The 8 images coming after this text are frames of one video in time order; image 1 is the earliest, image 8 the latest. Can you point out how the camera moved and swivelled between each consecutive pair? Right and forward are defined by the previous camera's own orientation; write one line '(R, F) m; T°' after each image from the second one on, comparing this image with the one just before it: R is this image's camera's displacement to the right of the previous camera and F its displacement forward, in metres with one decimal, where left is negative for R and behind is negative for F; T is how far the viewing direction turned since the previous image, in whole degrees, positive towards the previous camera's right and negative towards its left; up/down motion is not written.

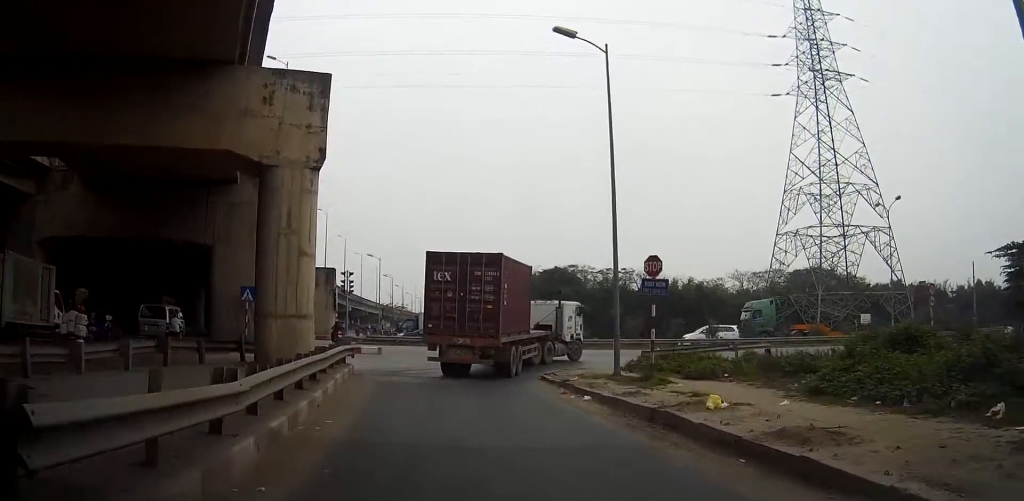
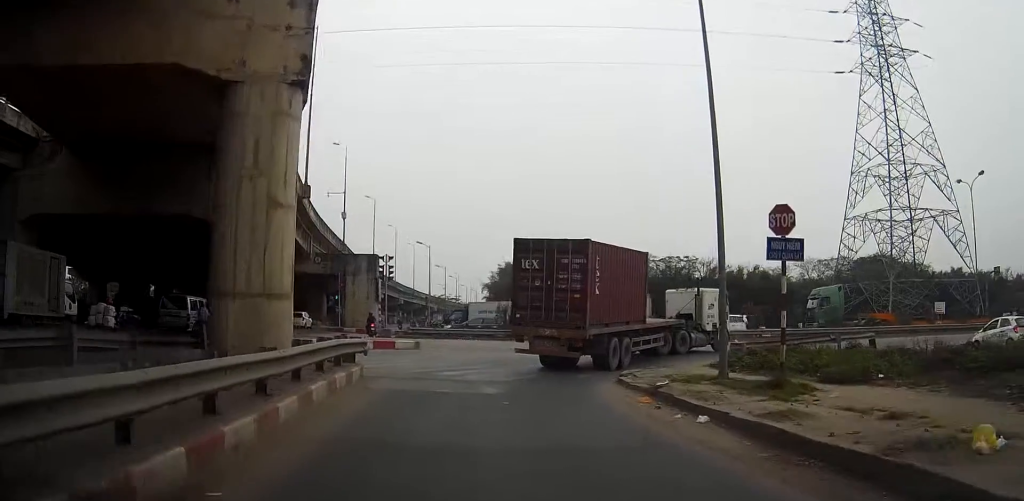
(-0.1, +5.6) m; -2°
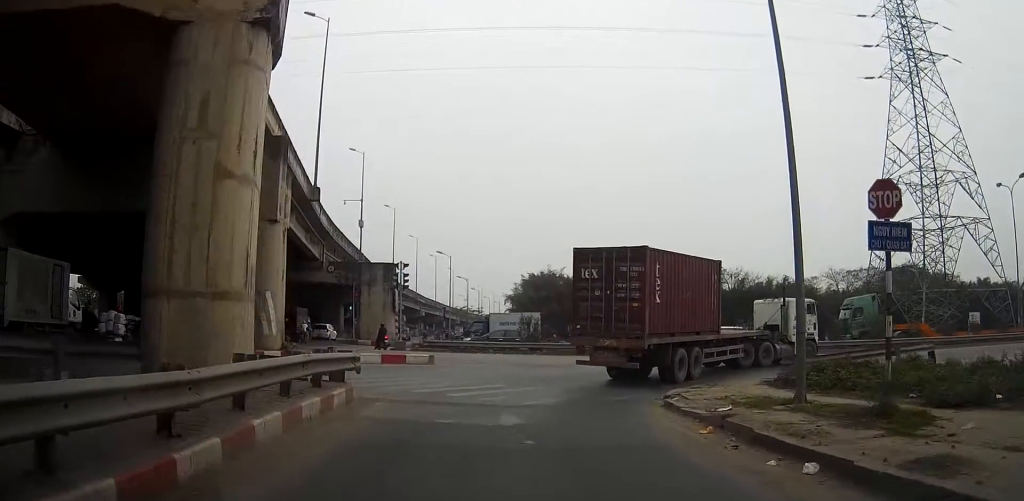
(0.0, +3.2) m; -1°
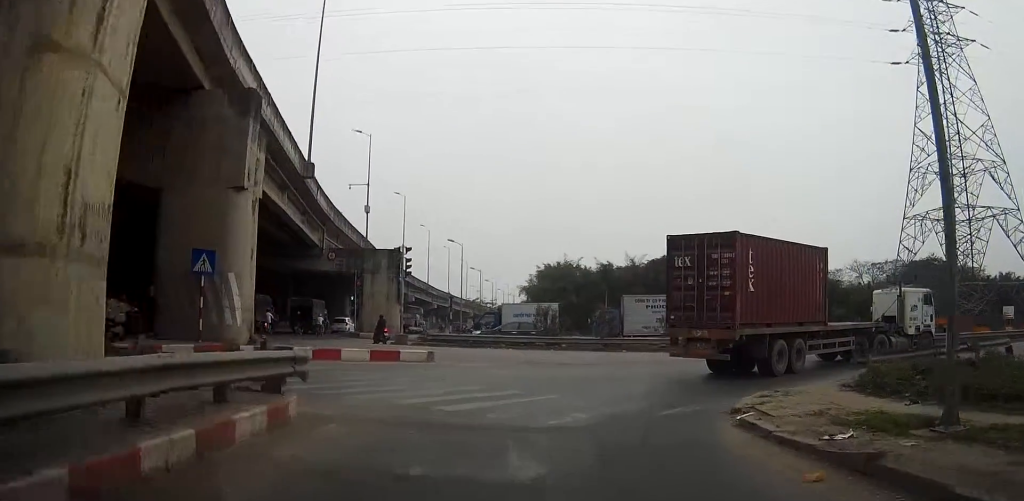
(-0.1, +4.5) m; -1°
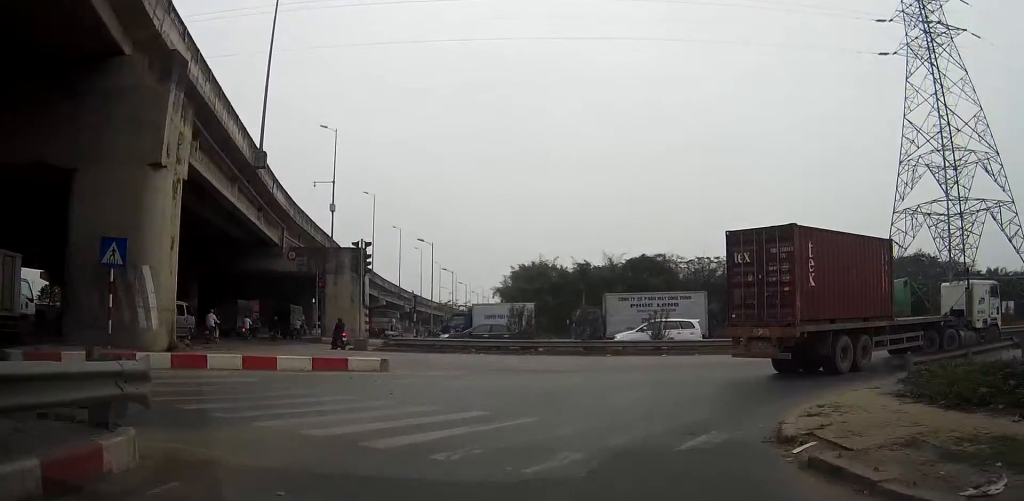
(-0.1, +3.8) m; +1°
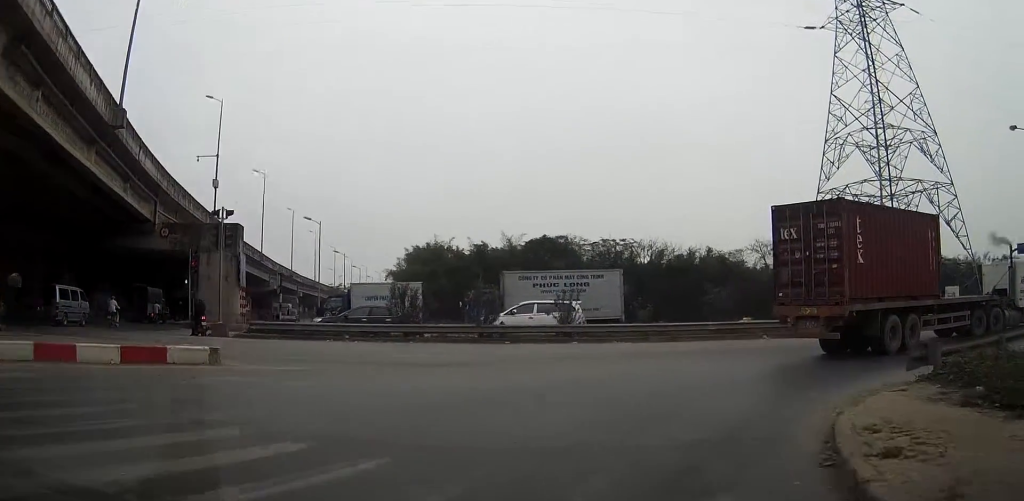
(+0.3, +5.3) m; +9°
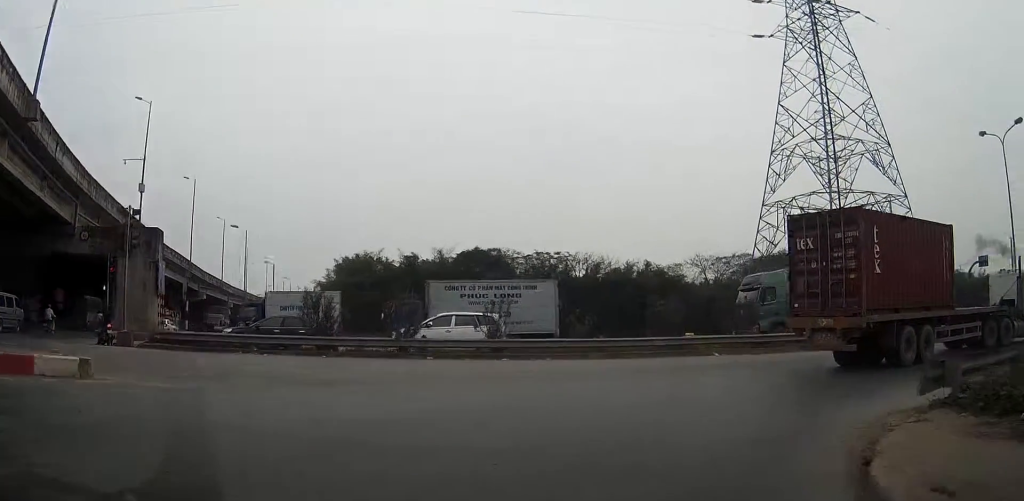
(+0.2, +2.6) m; +5°
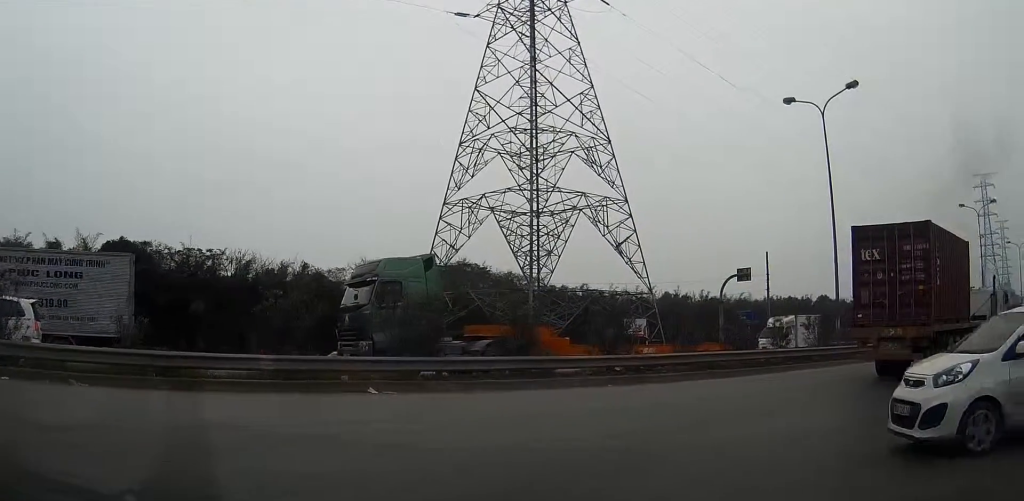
(+0.7, +11.1) m; +11°
